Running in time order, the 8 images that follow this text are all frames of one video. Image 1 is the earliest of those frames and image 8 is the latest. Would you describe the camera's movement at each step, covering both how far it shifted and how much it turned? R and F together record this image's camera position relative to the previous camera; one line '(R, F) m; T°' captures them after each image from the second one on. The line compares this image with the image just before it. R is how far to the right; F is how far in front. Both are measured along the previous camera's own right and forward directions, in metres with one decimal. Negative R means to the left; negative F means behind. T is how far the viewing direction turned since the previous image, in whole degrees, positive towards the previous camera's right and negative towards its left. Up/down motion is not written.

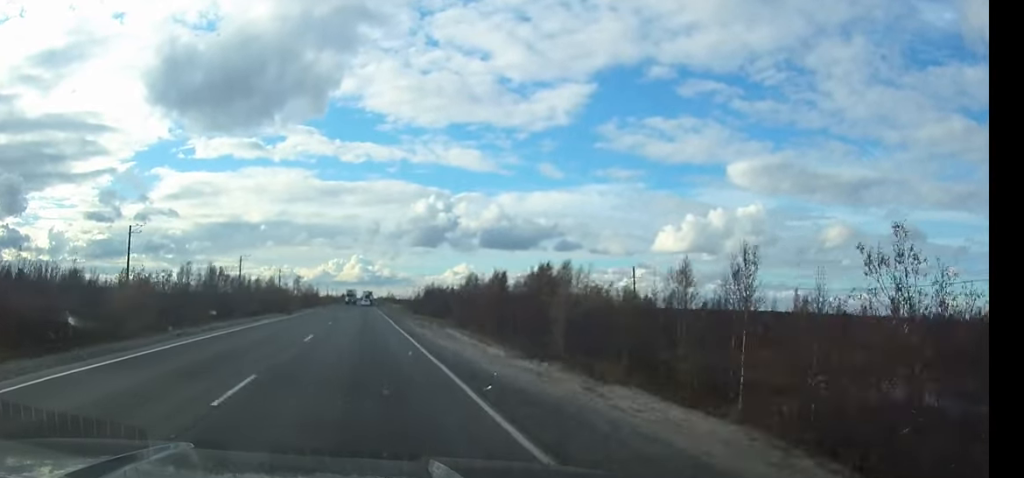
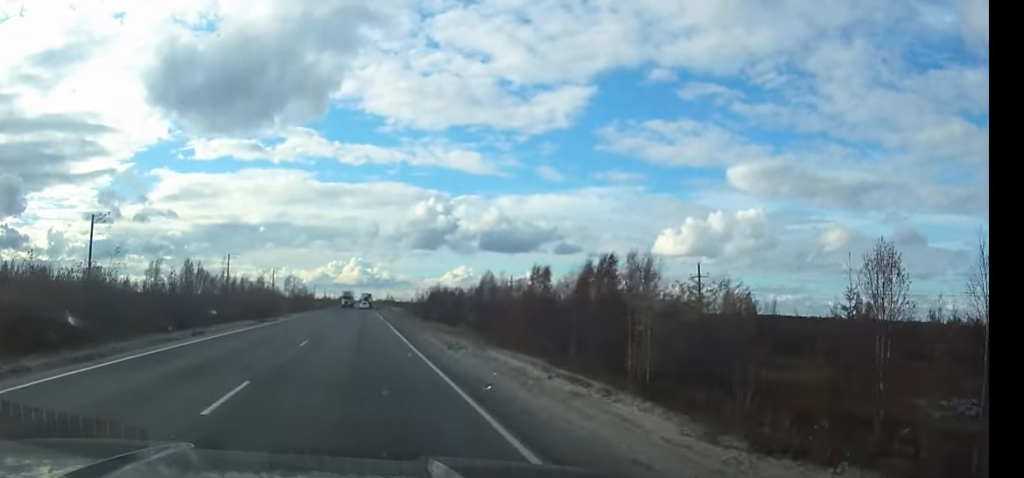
(0.0, +11.6) m; 0°
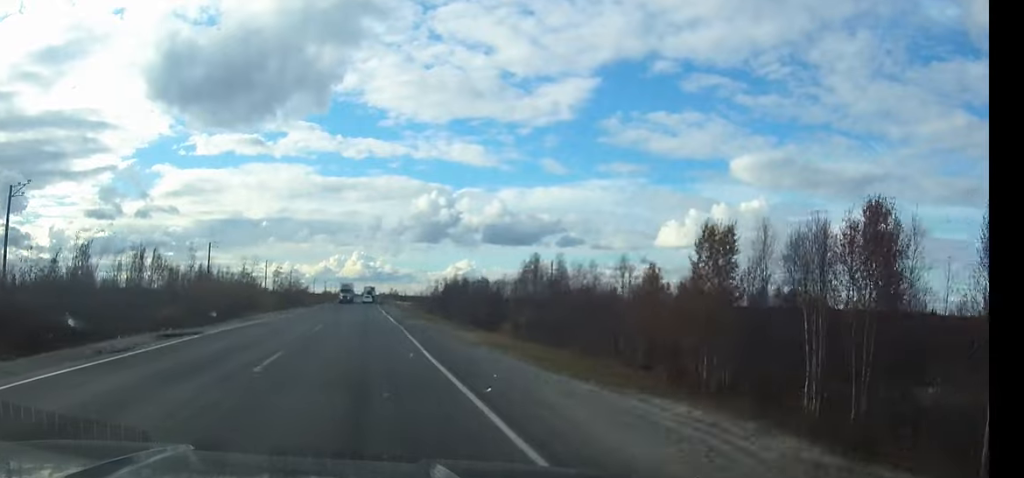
(0.0, +18.4) m; 0°
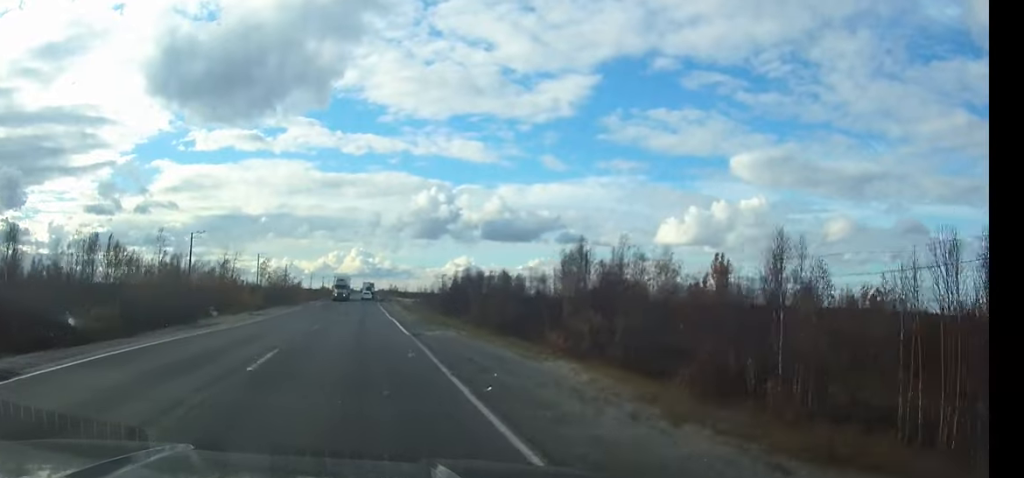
(-0.1, +11.4) m; 0°
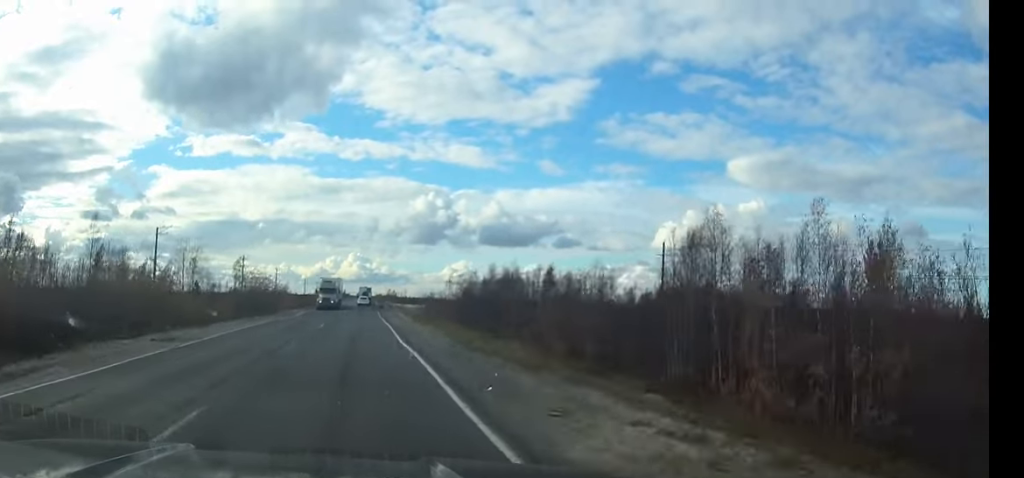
(+0.1, +18.4) m; 0°
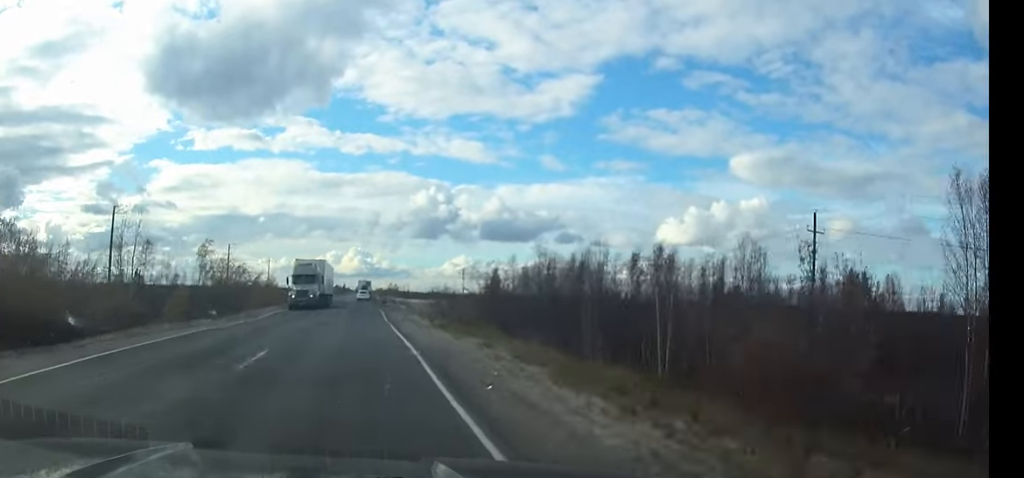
(0.0, +18.8) m; 0°
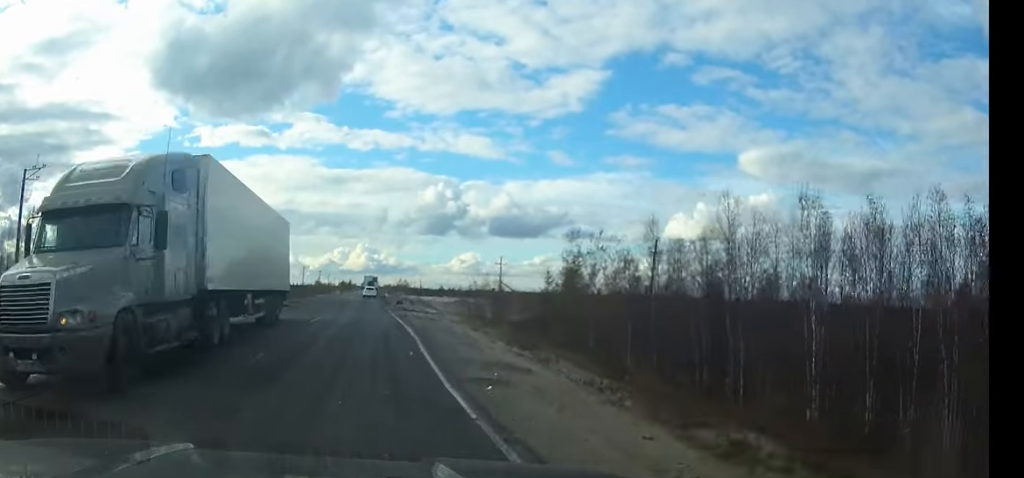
(-0.2, +26.8) m; -1°
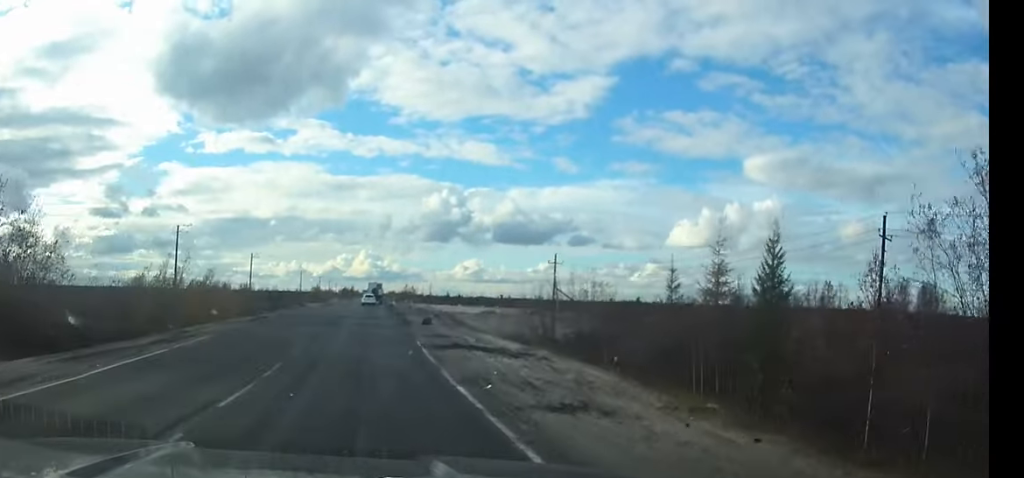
(-0.1, +22.6) m; 0°
